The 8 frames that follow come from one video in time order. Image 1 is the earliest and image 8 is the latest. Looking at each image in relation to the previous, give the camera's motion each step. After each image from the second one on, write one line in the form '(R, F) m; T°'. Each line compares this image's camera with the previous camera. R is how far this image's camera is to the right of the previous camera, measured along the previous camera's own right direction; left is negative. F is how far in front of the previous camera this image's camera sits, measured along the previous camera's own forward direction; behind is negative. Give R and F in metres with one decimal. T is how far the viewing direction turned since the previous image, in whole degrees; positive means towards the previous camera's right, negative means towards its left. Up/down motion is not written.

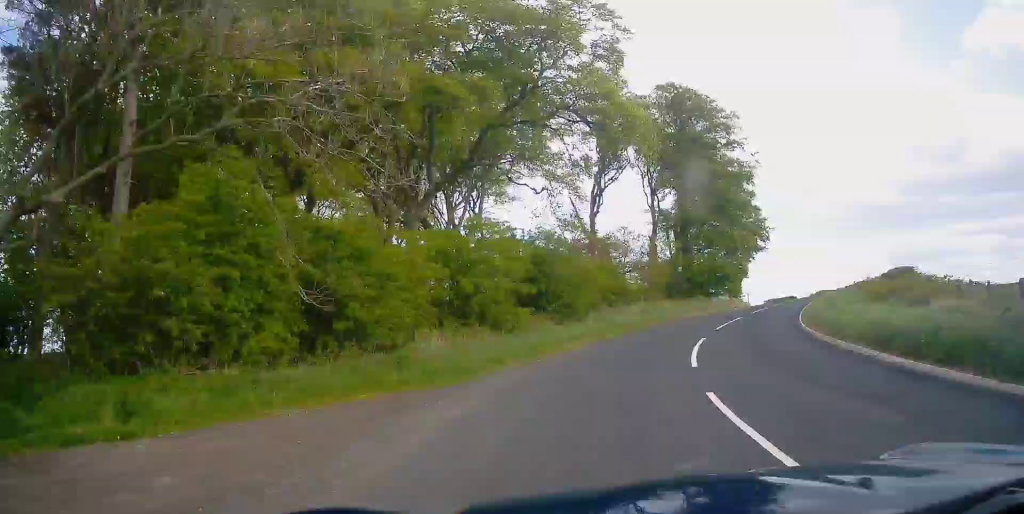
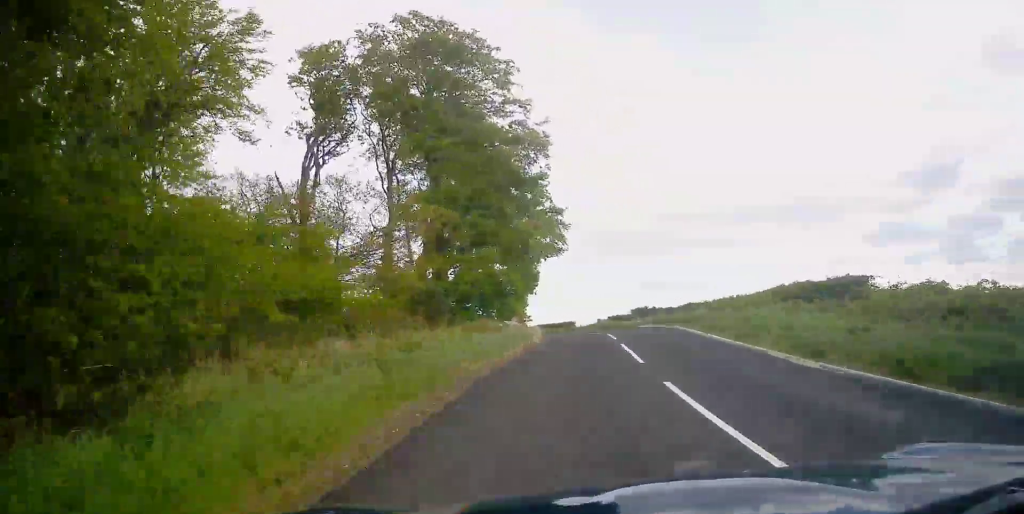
(+3.2, +15.9) m; +24°
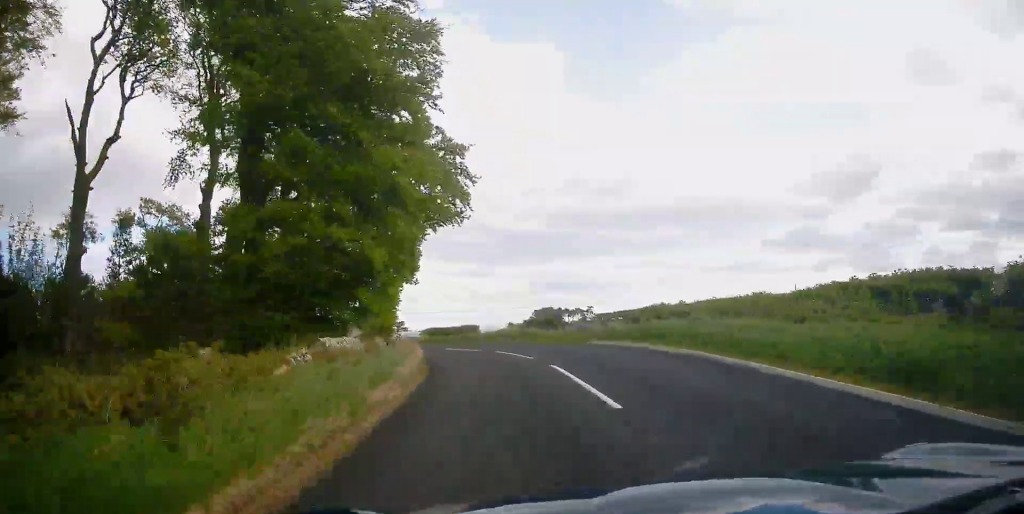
(+2.1, +13.1) m; +15°
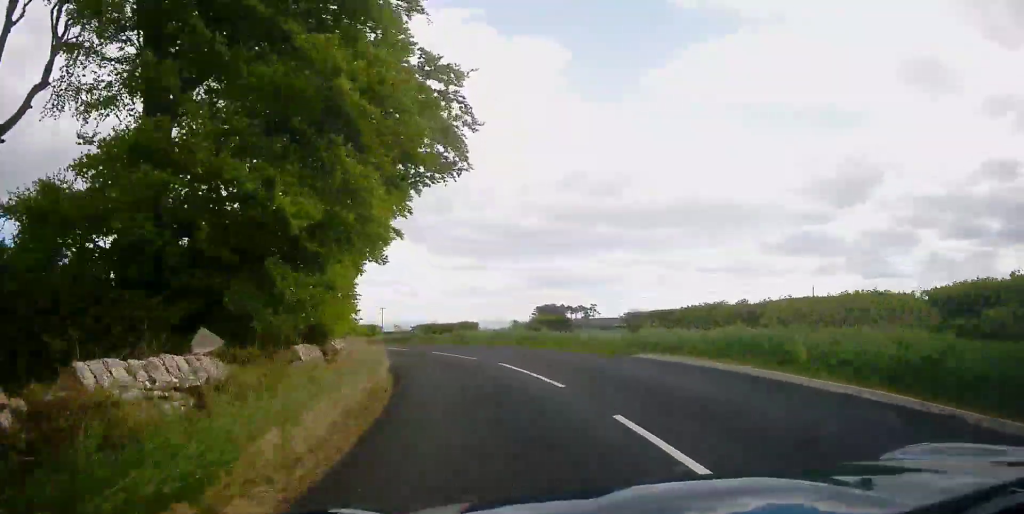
(+0.3, +6.3) m; +3°
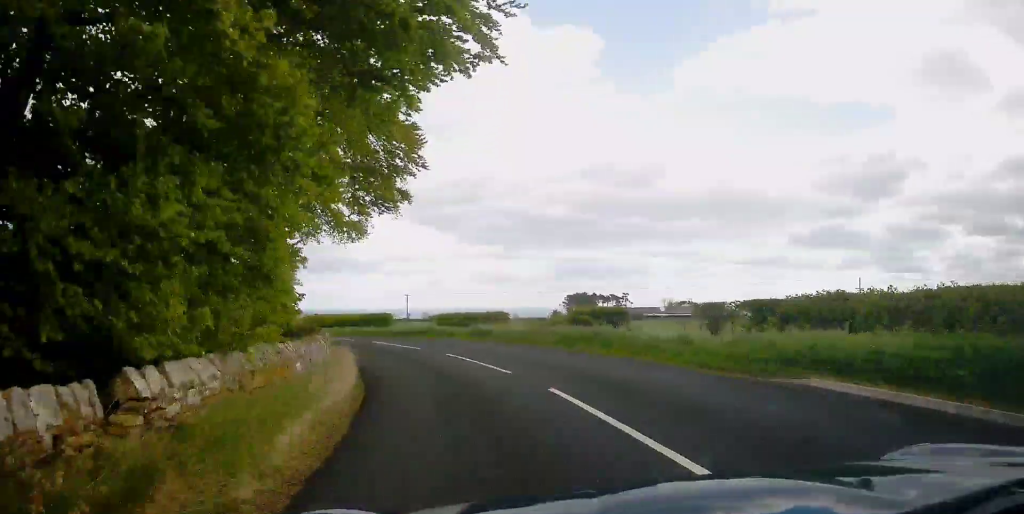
(+0.2, +6.7) m; +1°
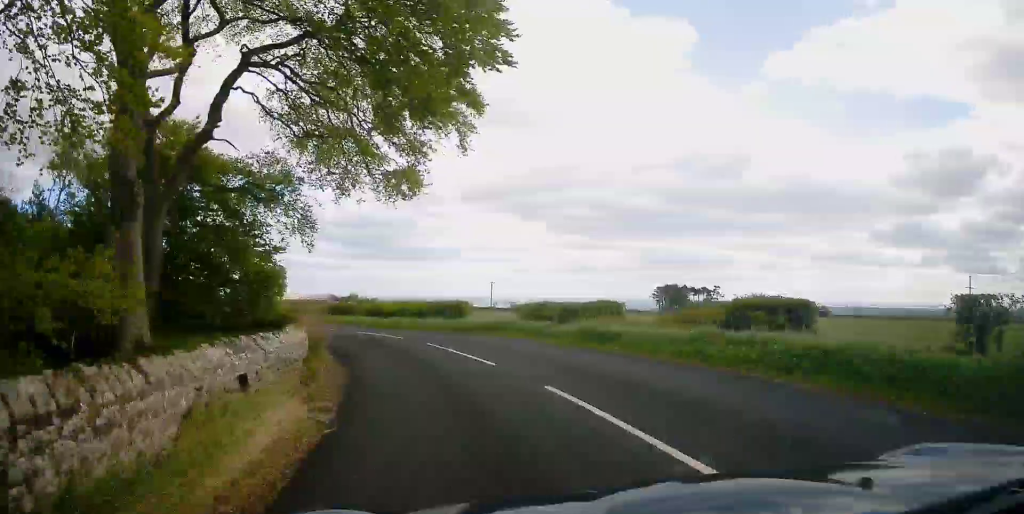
(0.0, +9.4) m; -3°
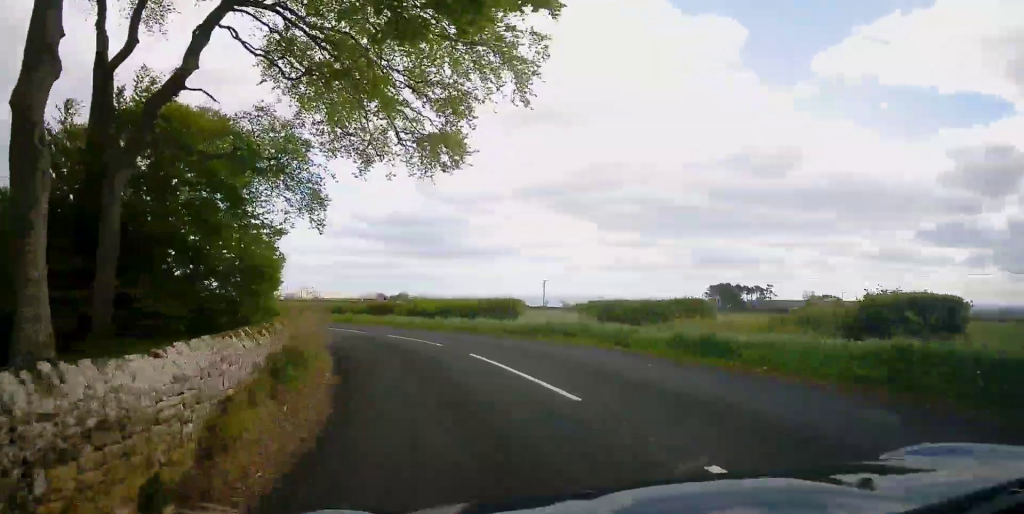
(-0.2, +4.4) m; -4°
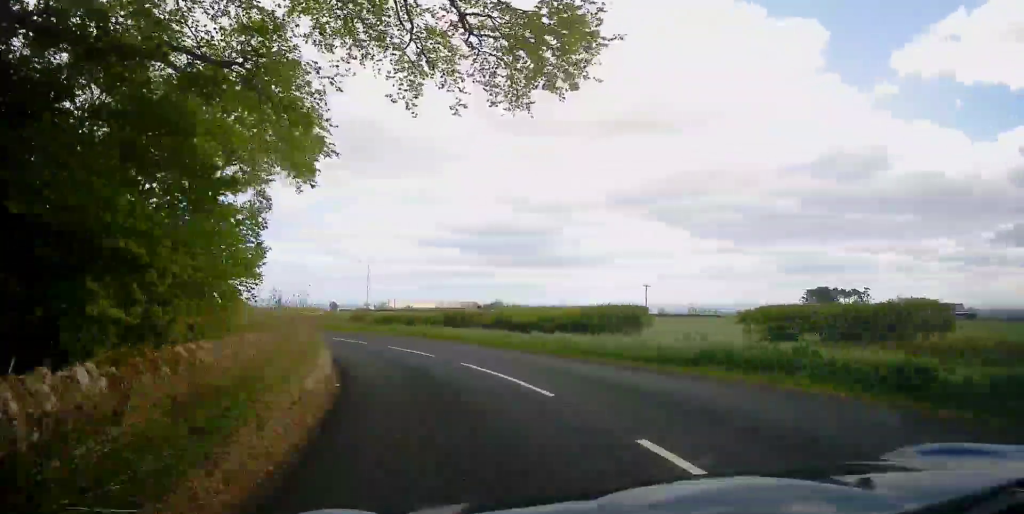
(-0.2, +7.2) m; -7°
